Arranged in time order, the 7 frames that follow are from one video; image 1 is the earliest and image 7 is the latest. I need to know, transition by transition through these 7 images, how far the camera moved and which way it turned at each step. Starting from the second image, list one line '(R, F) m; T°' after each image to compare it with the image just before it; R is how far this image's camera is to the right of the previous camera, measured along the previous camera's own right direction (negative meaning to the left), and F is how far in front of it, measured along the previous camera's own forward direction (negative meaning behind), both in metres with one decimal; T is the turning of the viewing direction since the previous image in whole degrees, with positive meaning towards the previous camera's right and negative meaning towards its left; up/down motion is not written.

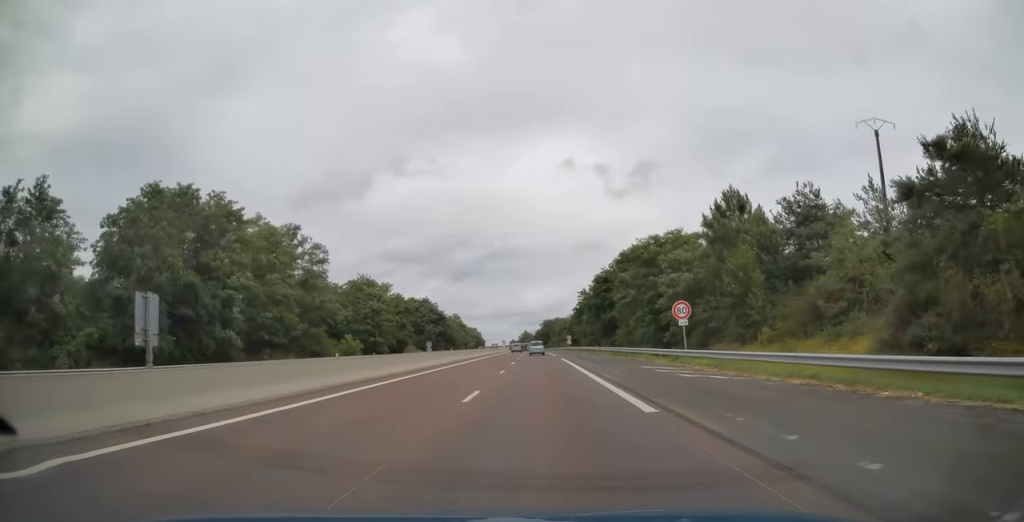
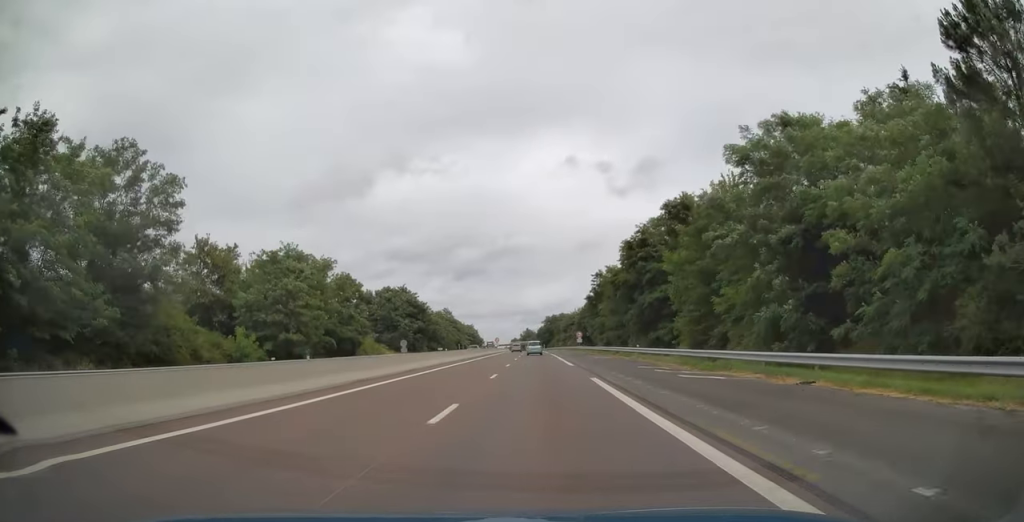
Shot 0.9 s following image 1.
(-0.1, +29.7) m; -1°
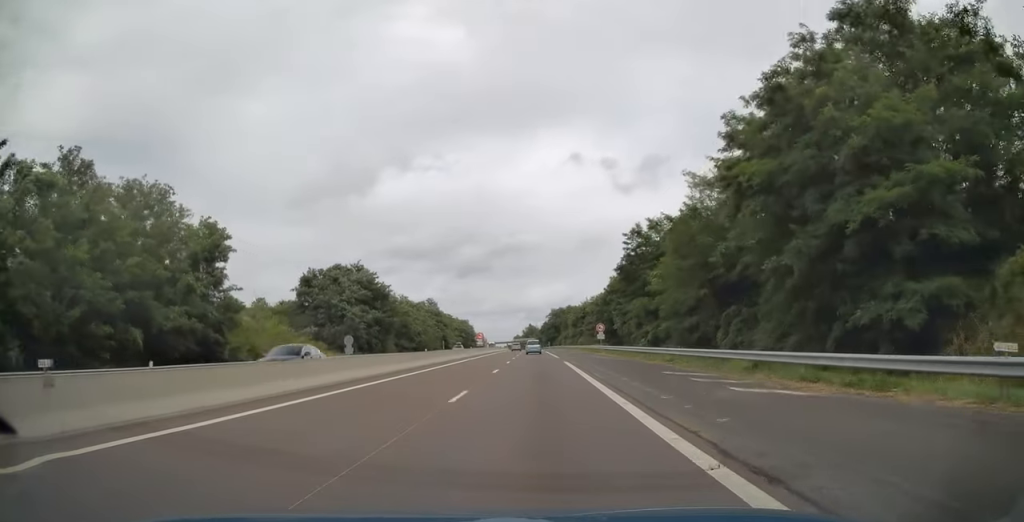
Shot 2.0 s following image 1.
(-0.3, +35.7) m; -1°
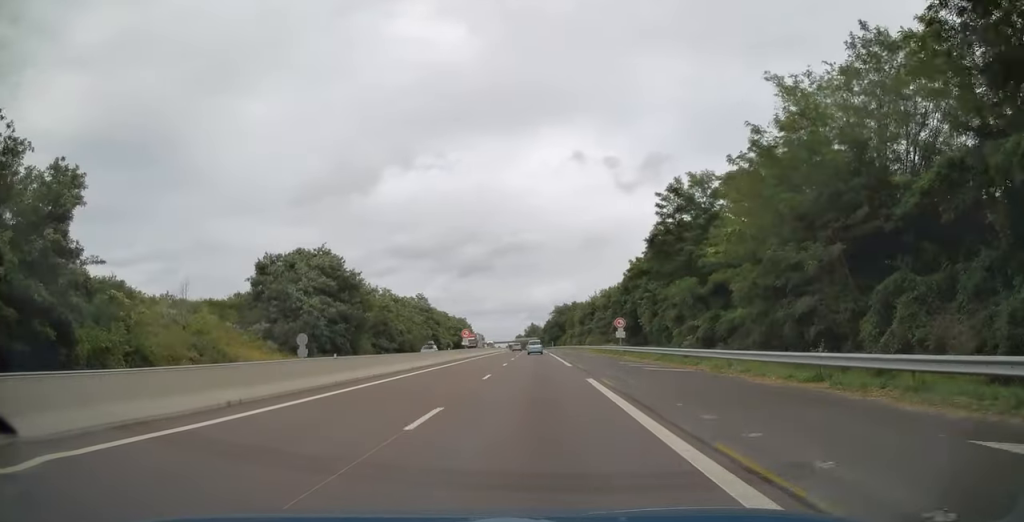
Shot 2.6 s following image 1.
(0.0, +17.3) m; 0°
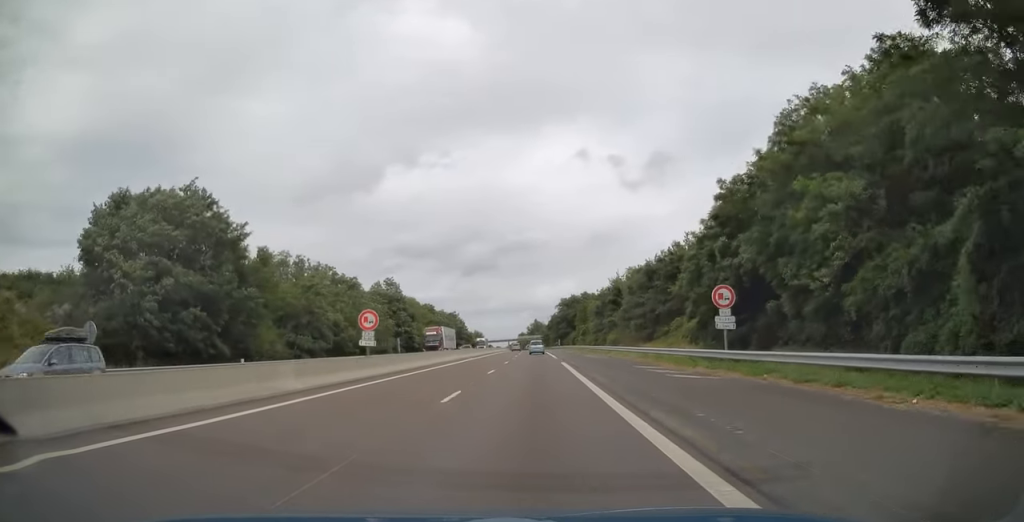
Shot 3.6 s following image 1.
(-0.1, +34.6) m; 0°
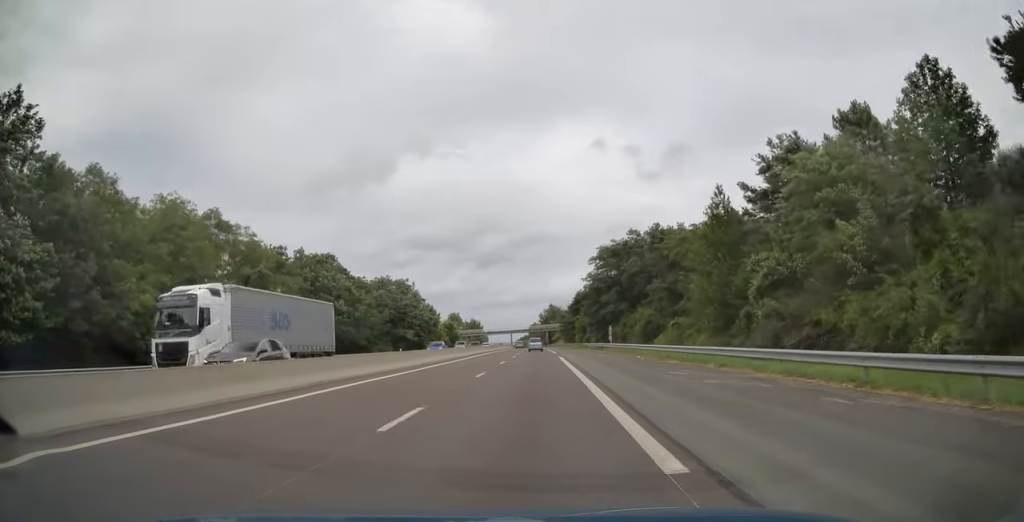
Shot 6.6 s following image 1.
(-0.3, +95.6) m; -1°
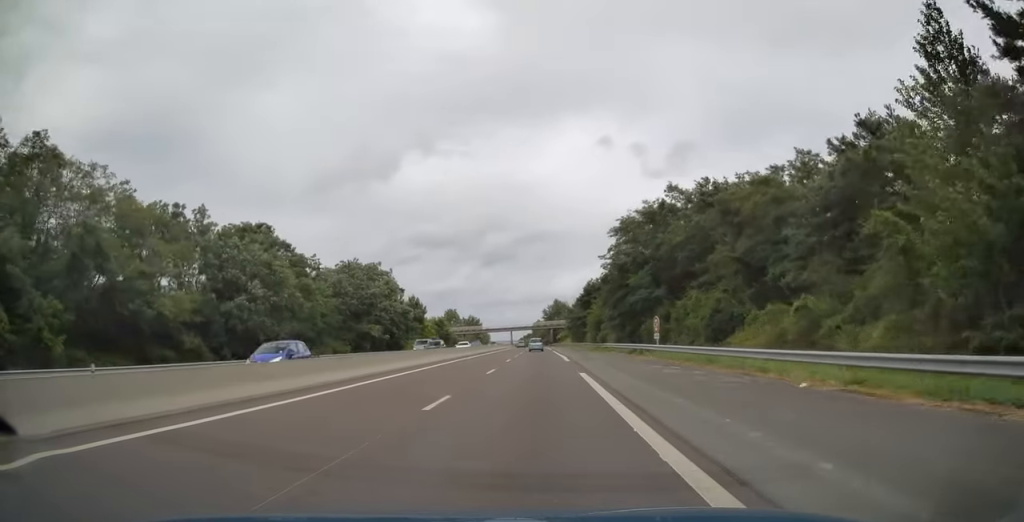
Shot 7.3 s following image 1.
(-0.3, +23.3) m; -1°
